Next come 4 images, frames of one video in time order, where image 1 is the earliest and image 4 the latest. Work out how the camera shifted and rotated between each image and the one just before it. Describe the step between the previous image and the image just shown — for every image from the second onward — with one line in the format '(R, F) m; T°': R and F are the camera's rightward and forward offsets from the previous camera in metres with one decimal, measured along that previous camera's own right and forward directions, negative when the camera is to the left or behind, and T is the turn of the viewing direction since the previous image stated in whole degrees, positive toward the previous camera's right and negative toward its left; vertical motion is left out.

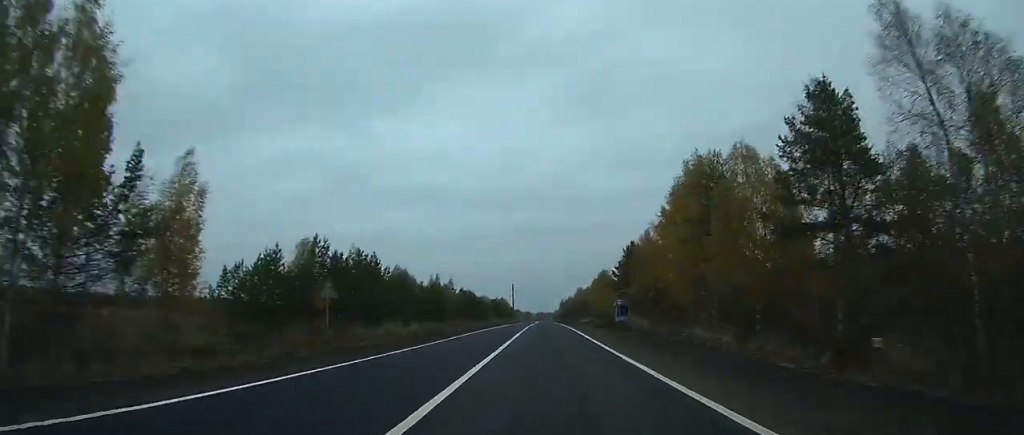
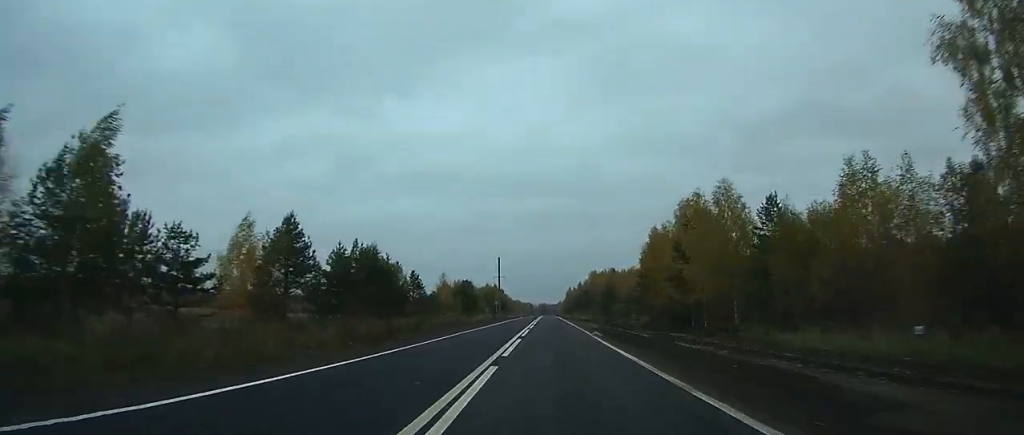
(+0.2, +98.1) m; 0°
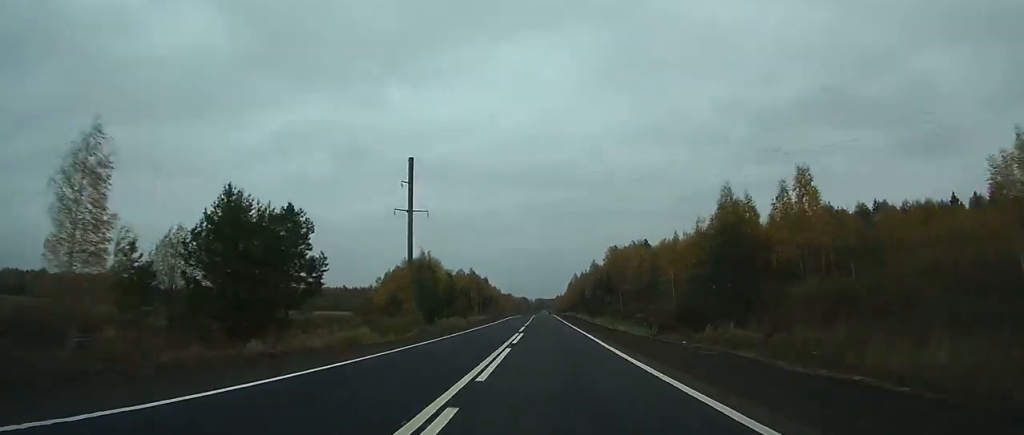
(-0.4, +112.2) m; -1°
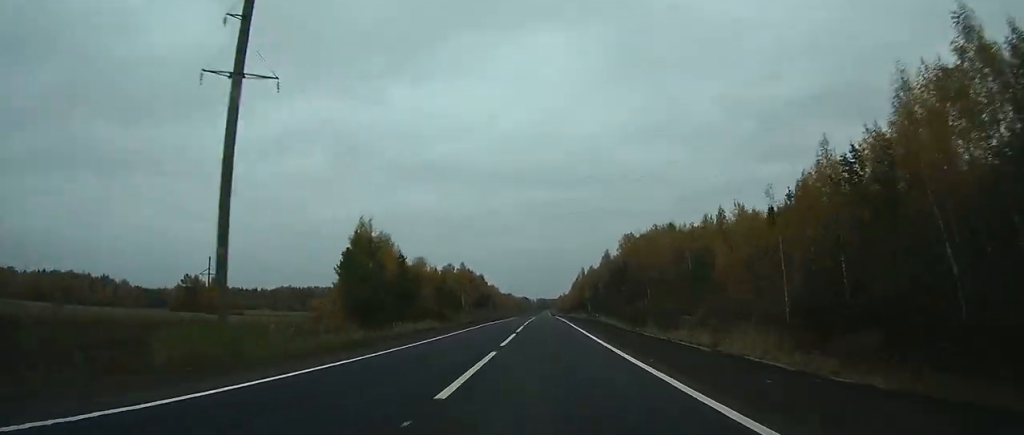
(-0.1, +39.9) m; 0°
